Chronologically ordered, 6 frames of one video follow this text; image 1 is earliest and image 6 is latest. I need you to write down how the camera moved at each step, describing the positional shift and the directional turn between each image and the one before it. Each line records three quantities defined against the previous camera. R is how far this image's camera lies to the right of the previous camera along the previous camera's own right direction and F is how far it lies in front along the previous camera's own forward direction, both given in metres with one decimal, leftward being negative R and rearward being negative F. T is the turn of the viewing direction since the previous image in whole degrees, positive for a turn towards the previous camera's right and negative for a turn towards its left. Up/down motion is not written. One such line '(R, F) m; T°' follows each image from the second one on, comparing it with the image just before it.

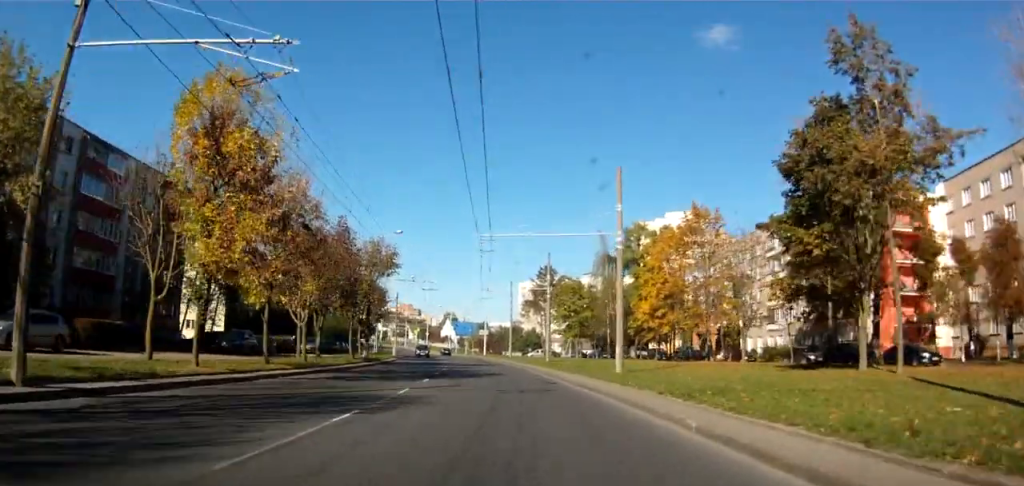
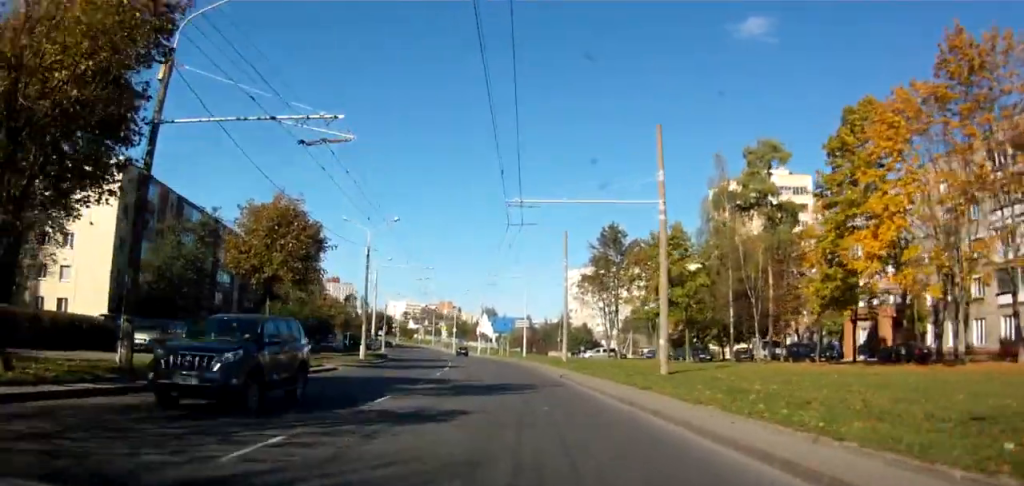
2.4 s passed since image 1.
(+5.8, +33.8) m; -1°
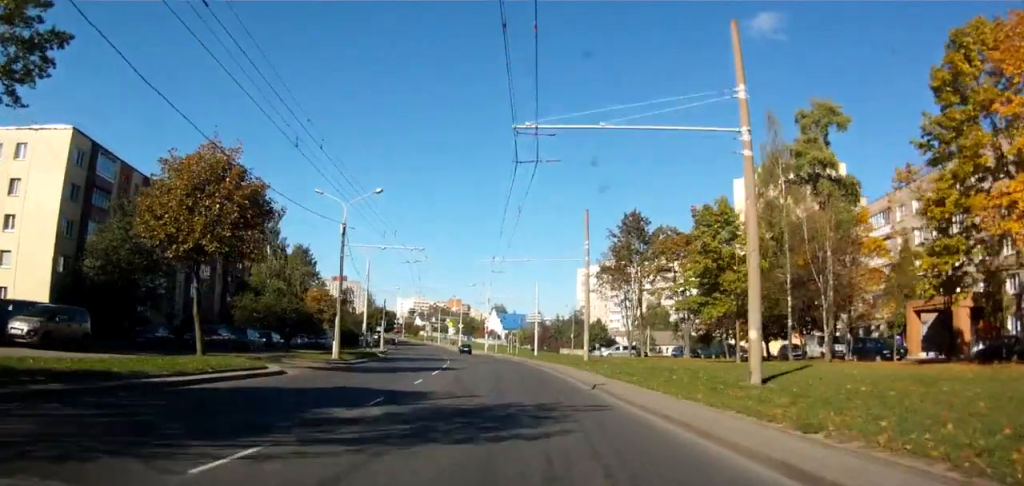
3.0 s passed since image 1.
(-0.4, +9.5) m; -1°
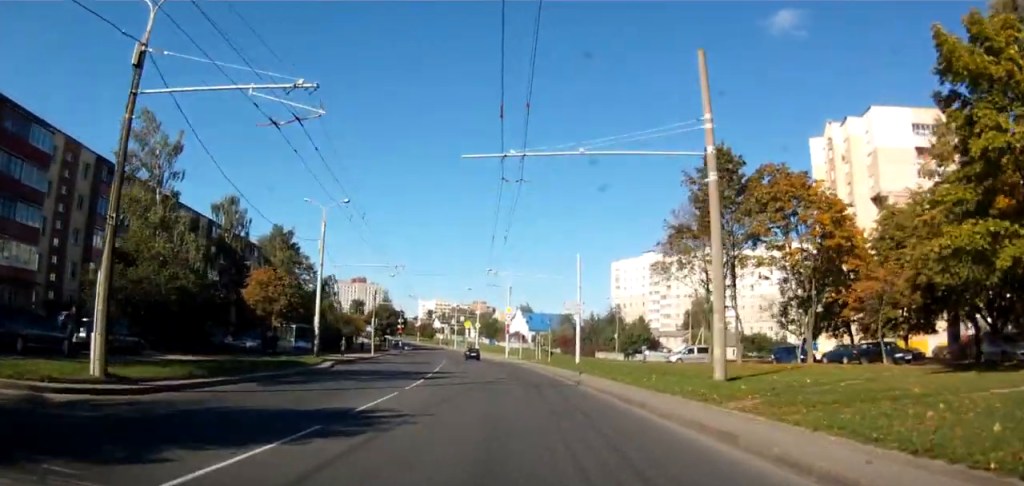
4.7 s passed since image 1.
(-0.1, +24.4) m; -1°
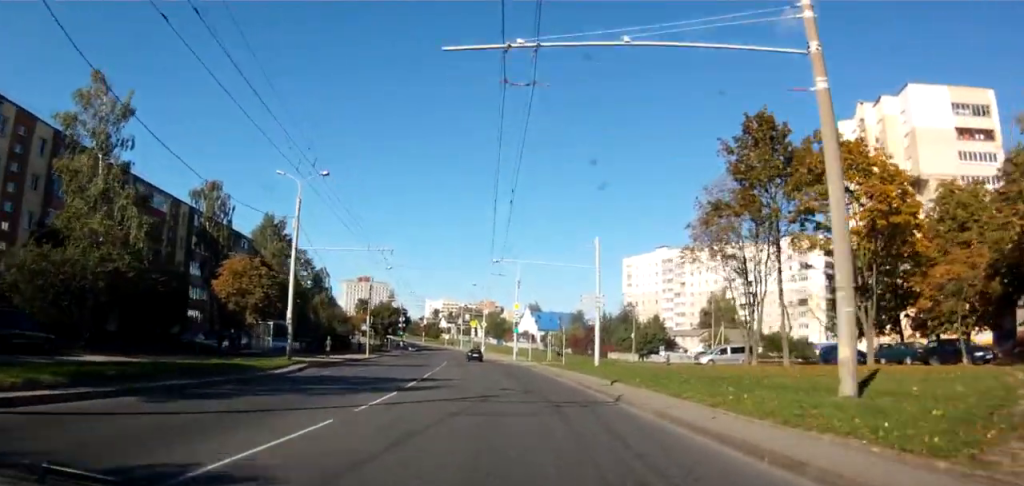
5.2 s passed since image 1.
(-0.1, +6.8) m; 0°
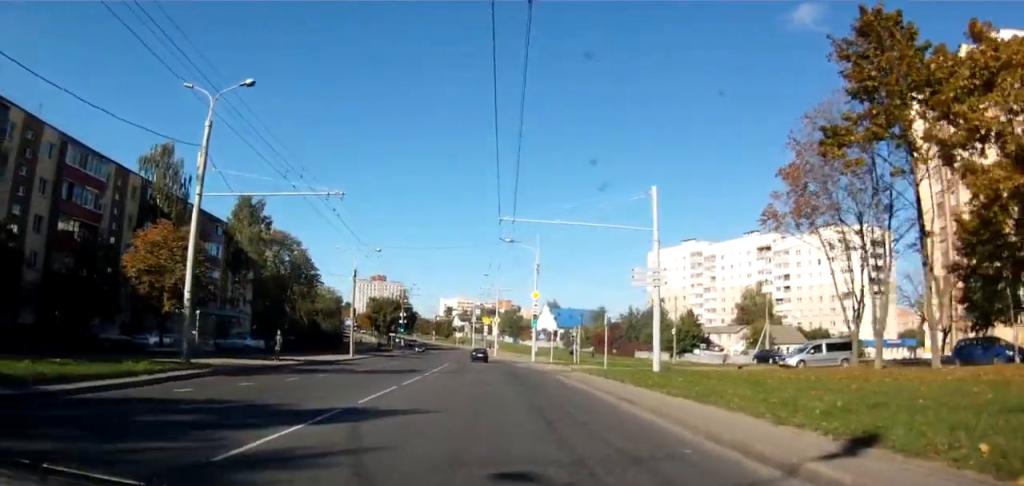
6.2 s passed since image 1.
(0.0, +14.1) m; -2°
